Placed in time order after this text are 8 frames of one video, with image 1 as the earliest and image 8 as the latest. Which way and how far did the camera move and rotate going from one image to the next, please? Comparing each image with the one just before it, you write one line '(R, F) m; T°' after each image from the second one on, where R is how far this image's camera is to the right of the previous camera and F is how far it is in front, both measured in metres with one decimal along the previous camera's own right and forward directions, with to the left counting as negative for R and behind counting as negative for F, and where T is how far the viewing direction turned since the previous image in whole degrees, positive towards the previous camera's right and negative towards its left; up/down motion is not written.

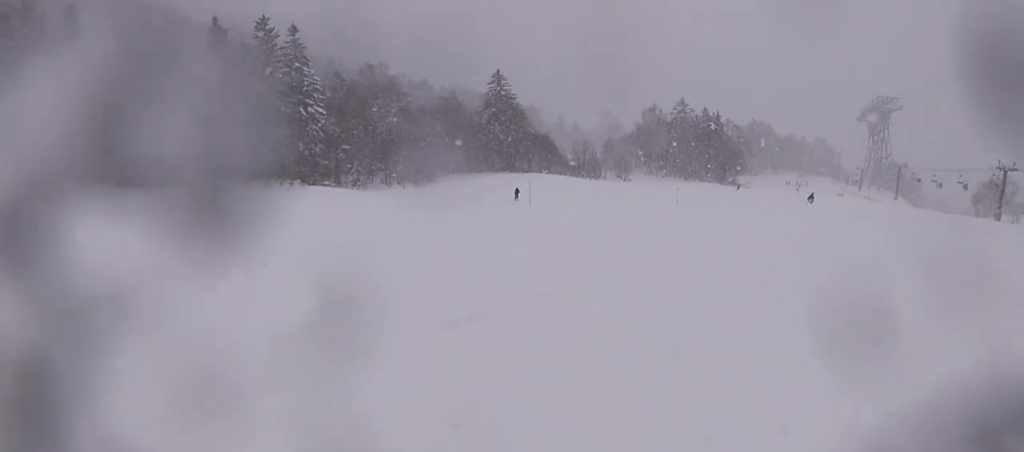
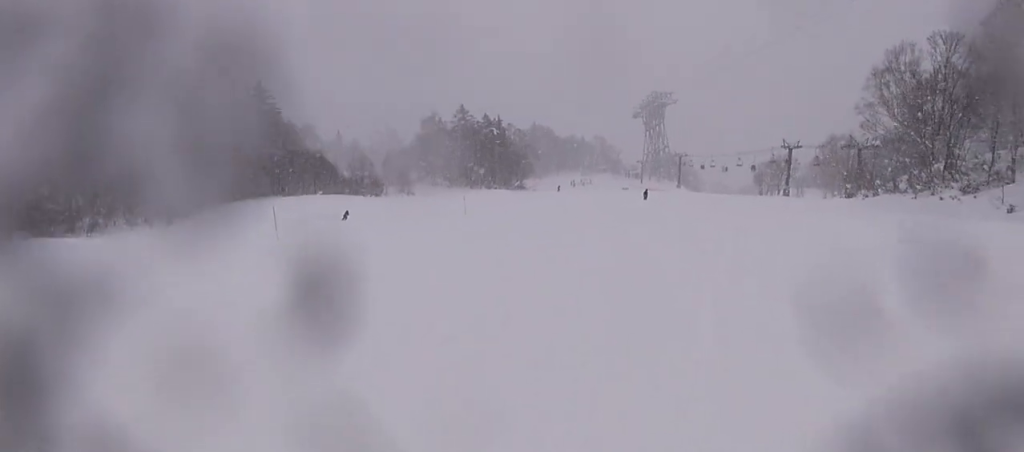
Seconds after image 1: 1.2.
(+1.5, +6.9) m; +16°
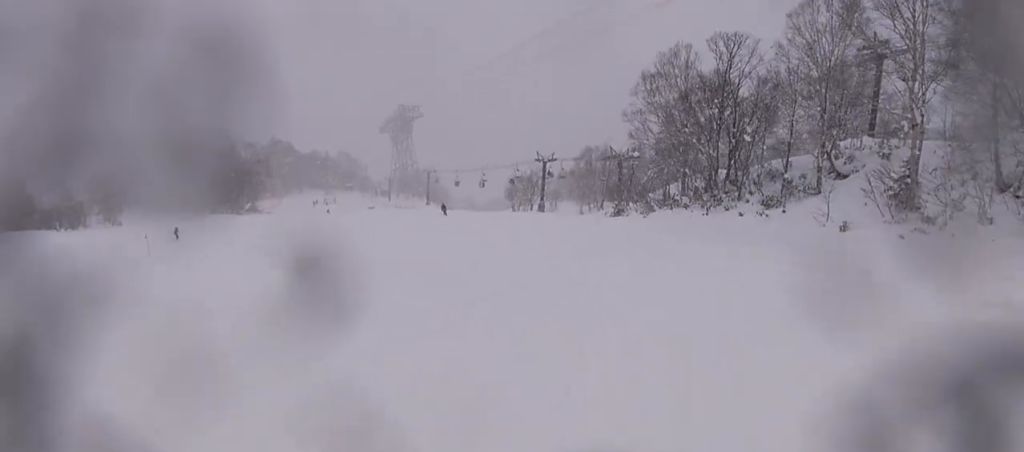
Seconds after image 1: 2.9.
(+2.1, +10.1) m; +17°
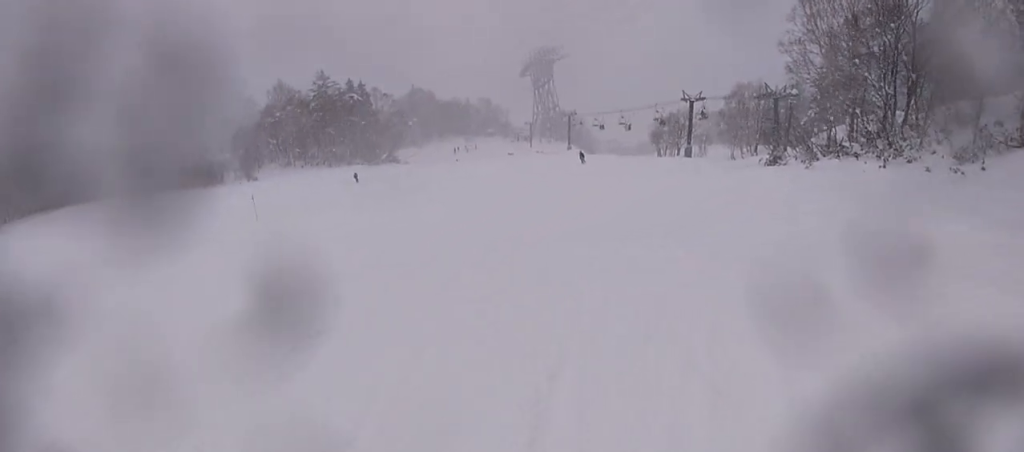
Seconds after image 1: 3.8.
(-0.2, +4.9) m; -13°
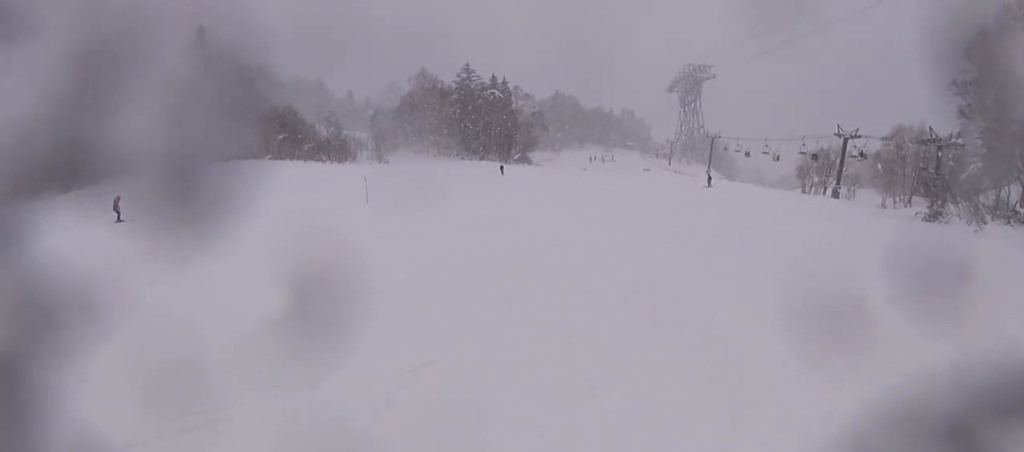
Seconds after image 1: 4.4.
(-1.0, +3.2) m; -11°
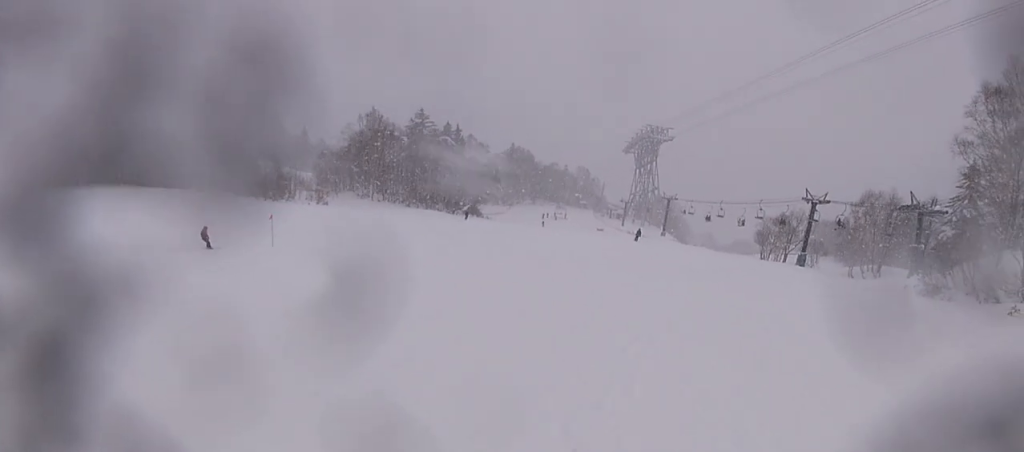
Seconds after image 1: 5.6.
(+0.9, +6.9) m; +12°
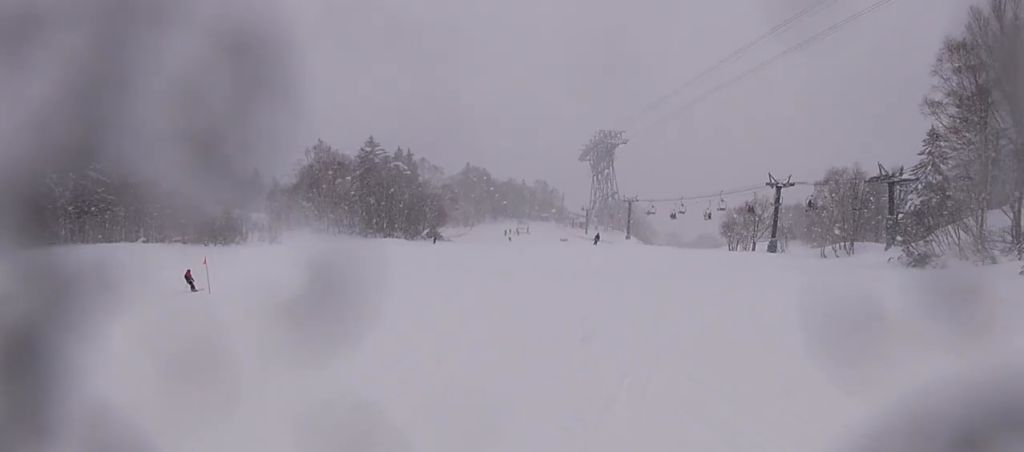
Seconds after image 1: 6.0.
(+0.2, +2.5) m; +2°
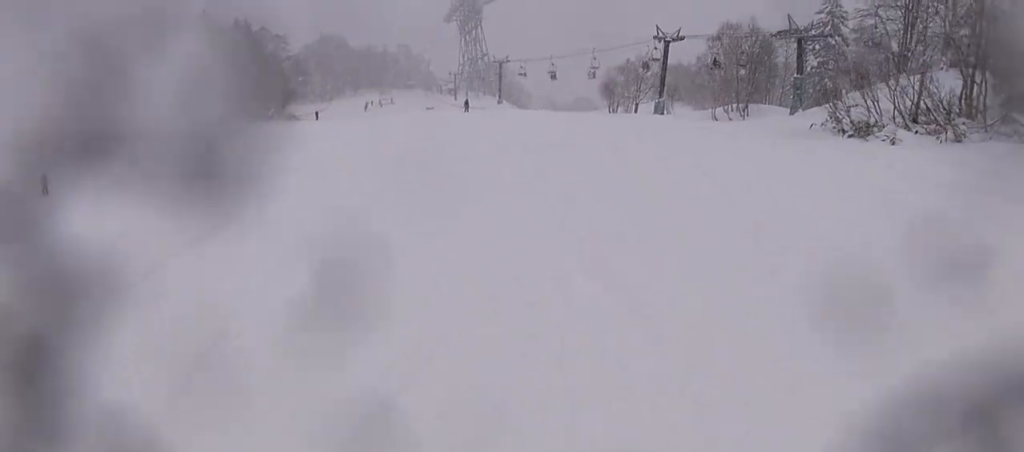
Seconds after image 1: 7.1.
(+0.3, +7.1) m; +6°
